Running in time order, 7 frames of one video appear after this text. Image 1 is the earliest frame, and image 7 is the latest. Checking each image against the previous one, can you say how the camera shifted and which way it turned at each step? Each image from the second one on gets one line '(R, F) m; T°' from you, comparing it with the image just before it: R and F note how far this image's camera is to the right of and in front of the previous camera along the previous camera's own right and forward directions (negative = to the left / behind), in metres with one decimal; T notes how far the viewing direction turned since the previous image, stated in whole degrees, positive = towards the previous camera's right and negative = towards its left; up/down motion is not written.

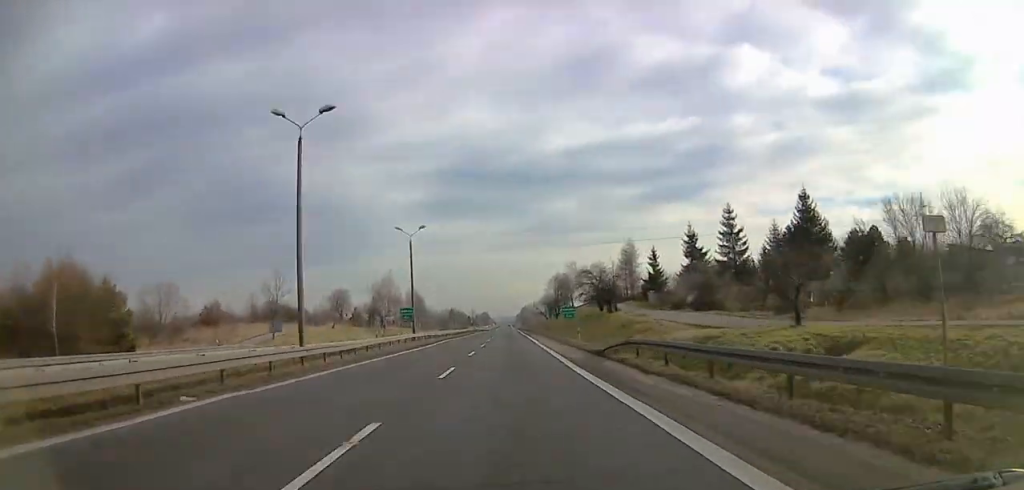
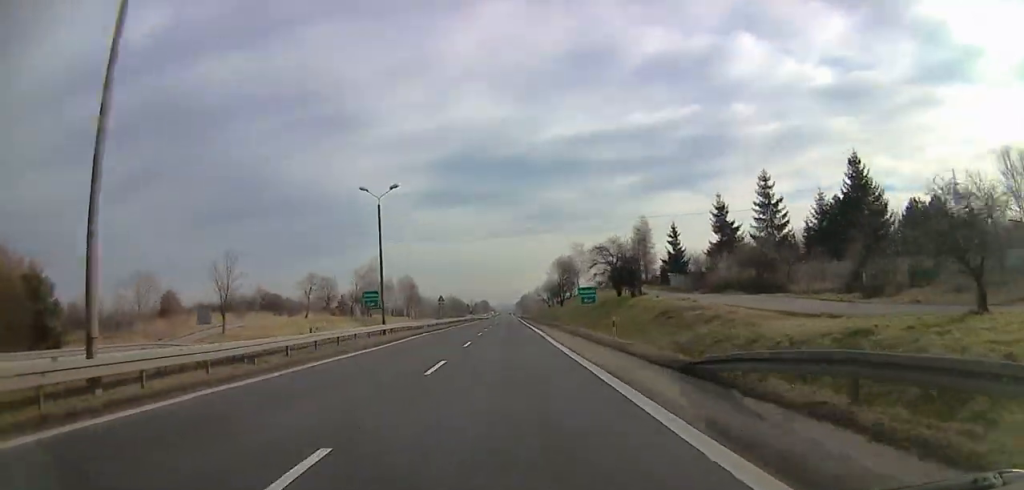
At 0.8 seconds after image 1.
(0.0, +11.5) m; +1°
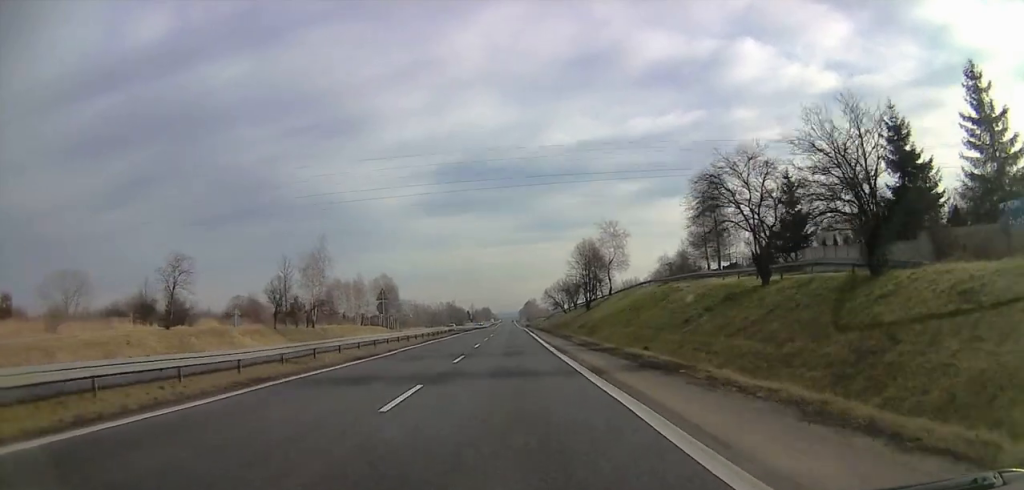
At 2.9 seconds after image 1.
(-0.4, +36.5) m; -1°
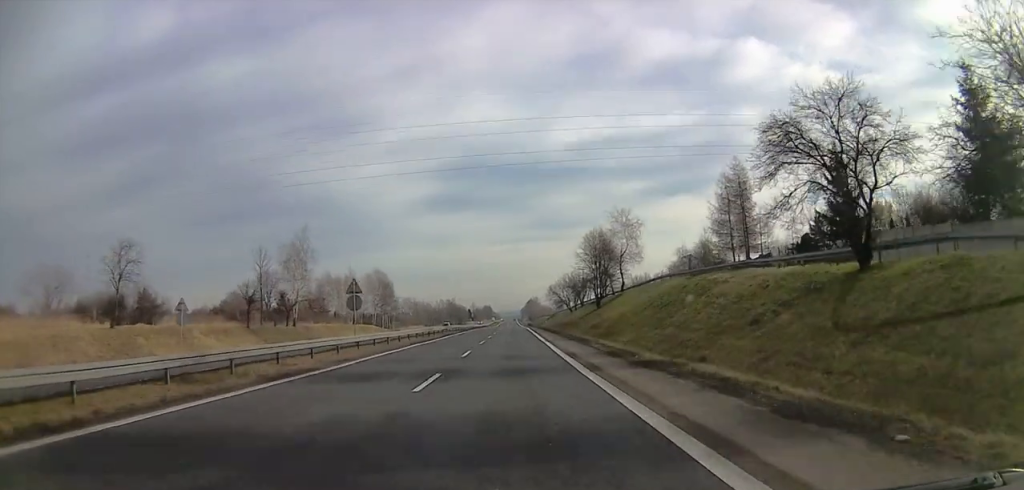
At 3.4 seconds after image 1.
(0.0, +9.2) m; 0°
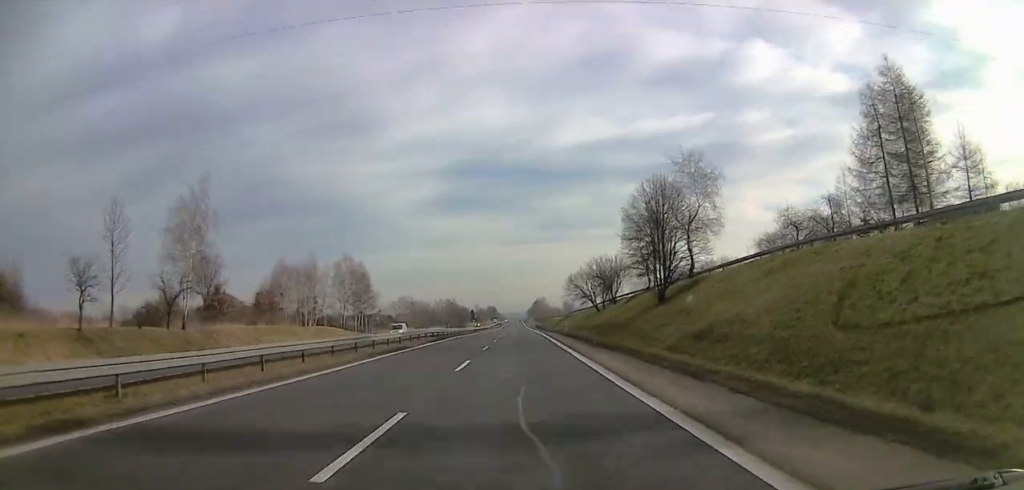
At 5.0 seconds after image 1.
(+0.5, +35.1) m; 0°
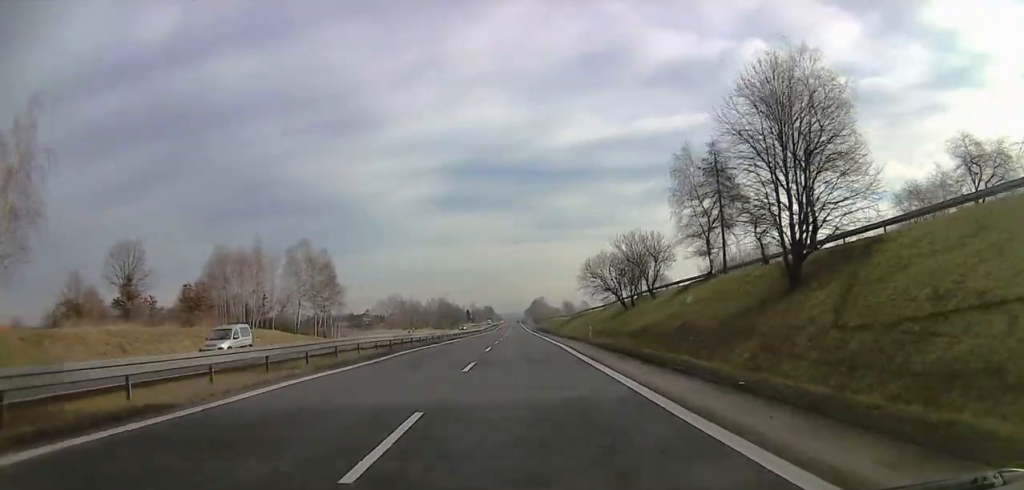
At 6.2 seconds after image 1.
(-0.2, +28.4) m; 0°
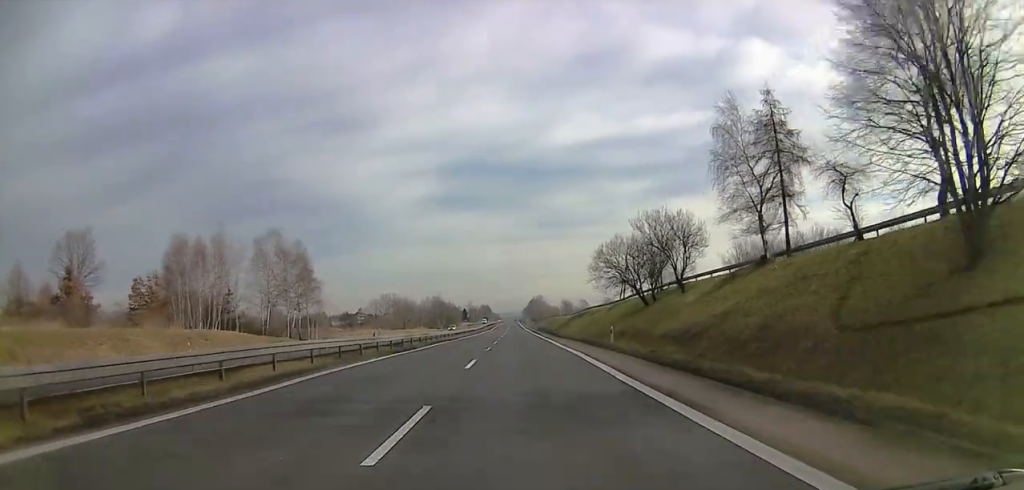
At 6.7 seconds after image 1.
(0.0, +12.0) m; 0°
